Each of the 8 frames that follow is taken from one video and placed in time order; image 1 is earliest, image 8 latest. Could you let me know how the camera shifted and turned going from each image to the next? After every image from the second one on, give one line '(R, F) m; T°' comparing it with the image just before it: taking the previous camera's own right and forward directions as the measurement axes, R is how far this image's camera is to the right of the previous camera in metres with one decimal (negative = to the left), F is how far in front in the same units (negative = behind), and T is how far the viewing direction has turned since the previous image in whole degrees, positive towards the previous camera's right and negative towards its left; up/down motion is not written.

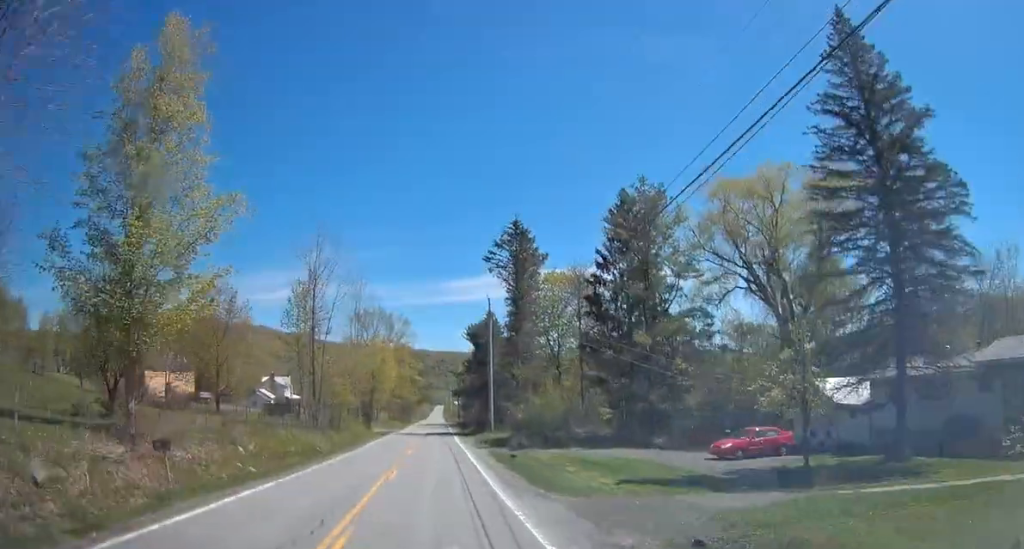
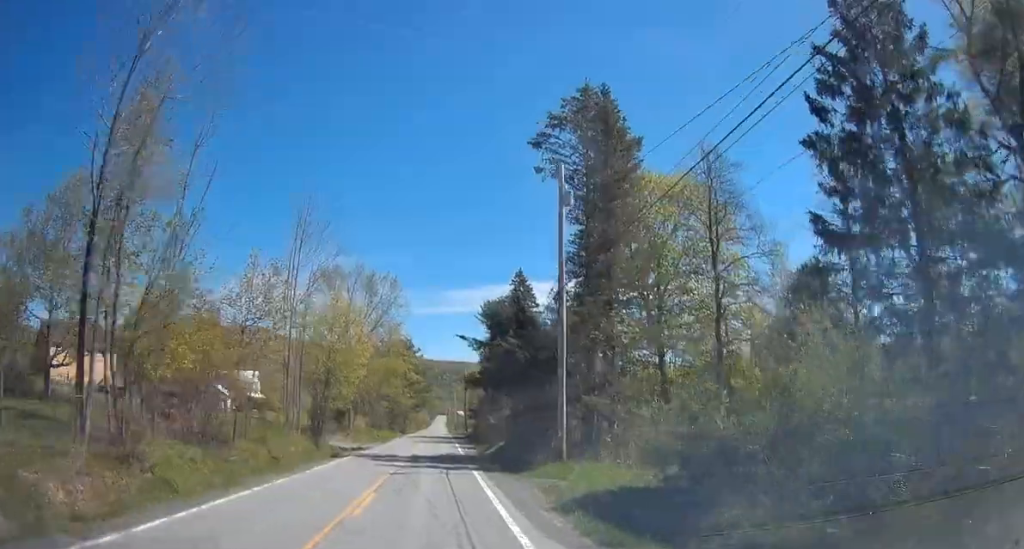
(-0.3, +30.7) m; -1°
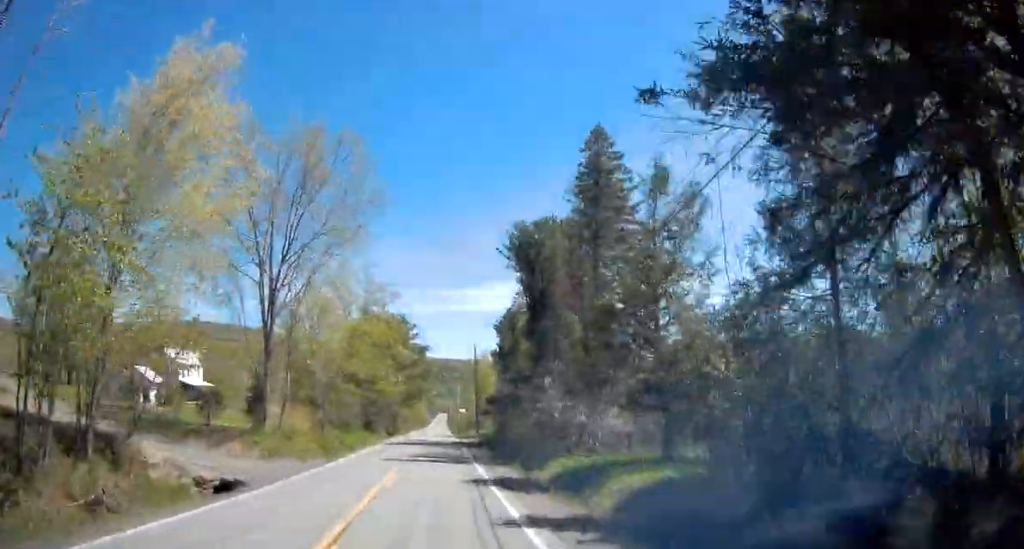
(+0.3, +31.4) m; +1°
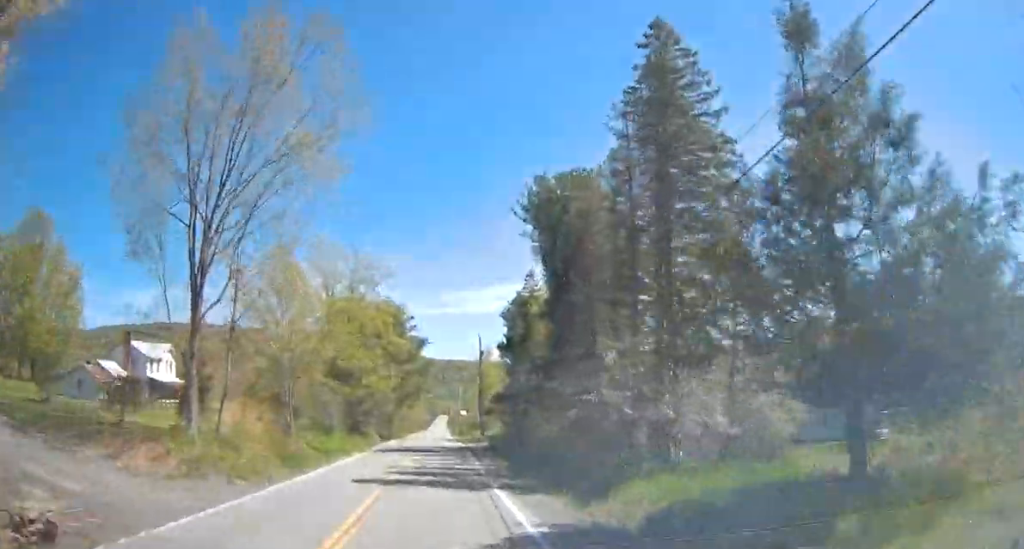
(+0.1, +10.2) m; 0°
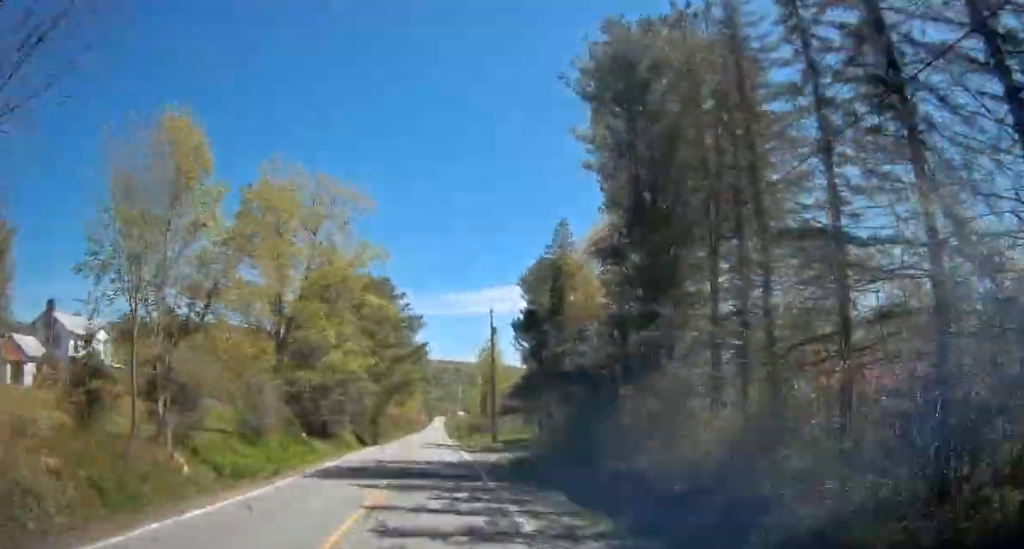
(-0.2, +17.8) m; 0°
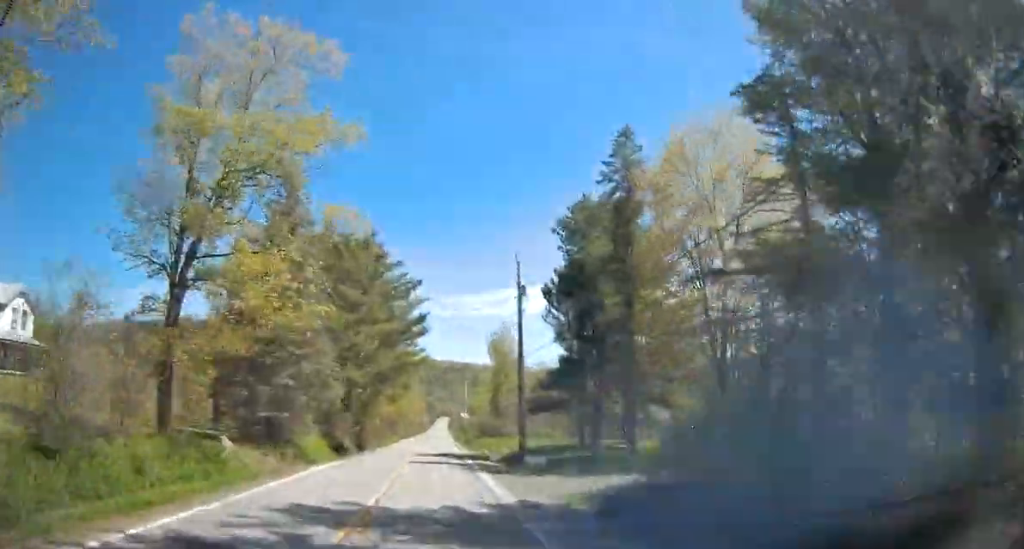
(0.0, +16.4) m; 0°
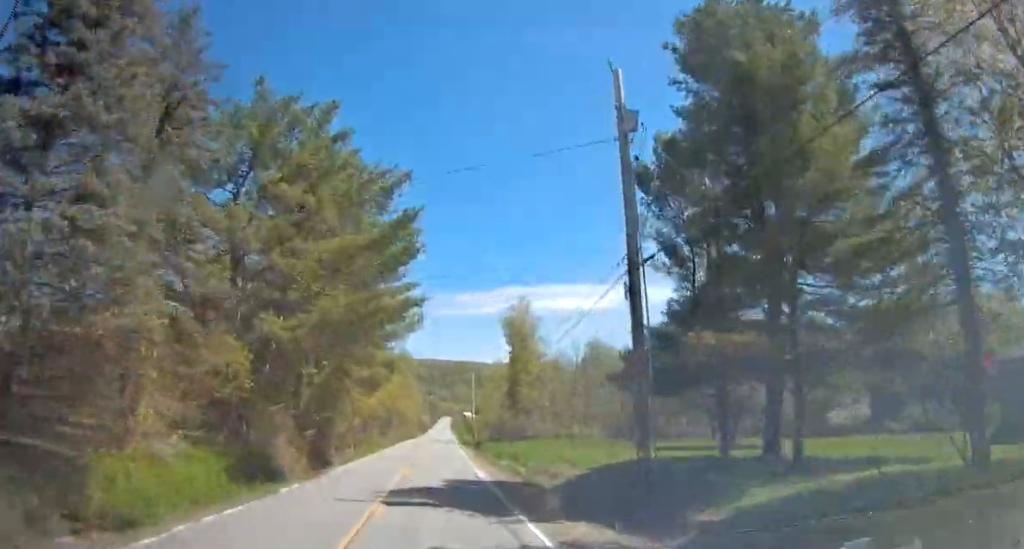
(+0.2, +21.8) m; 0°
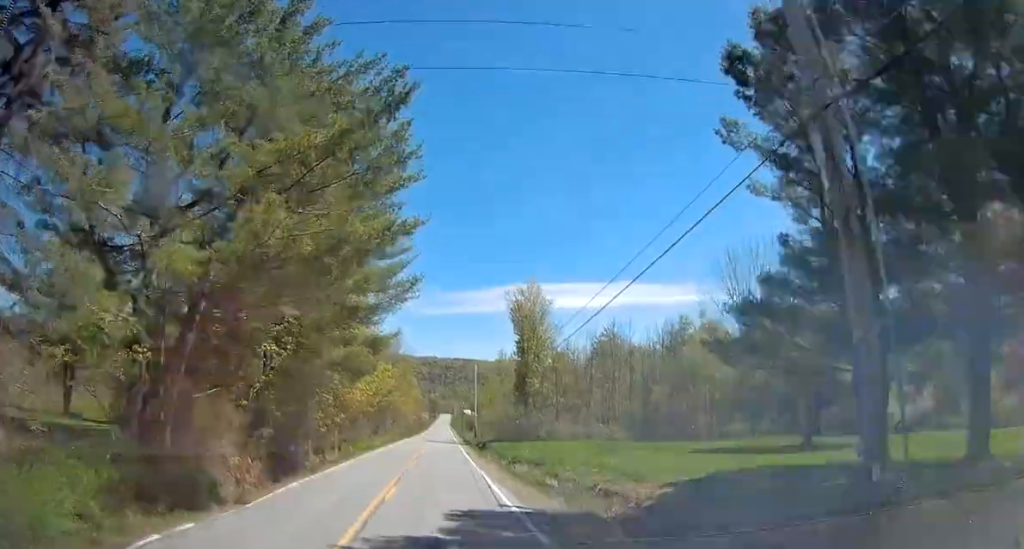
(+0.1, +8.9) m; 0°
